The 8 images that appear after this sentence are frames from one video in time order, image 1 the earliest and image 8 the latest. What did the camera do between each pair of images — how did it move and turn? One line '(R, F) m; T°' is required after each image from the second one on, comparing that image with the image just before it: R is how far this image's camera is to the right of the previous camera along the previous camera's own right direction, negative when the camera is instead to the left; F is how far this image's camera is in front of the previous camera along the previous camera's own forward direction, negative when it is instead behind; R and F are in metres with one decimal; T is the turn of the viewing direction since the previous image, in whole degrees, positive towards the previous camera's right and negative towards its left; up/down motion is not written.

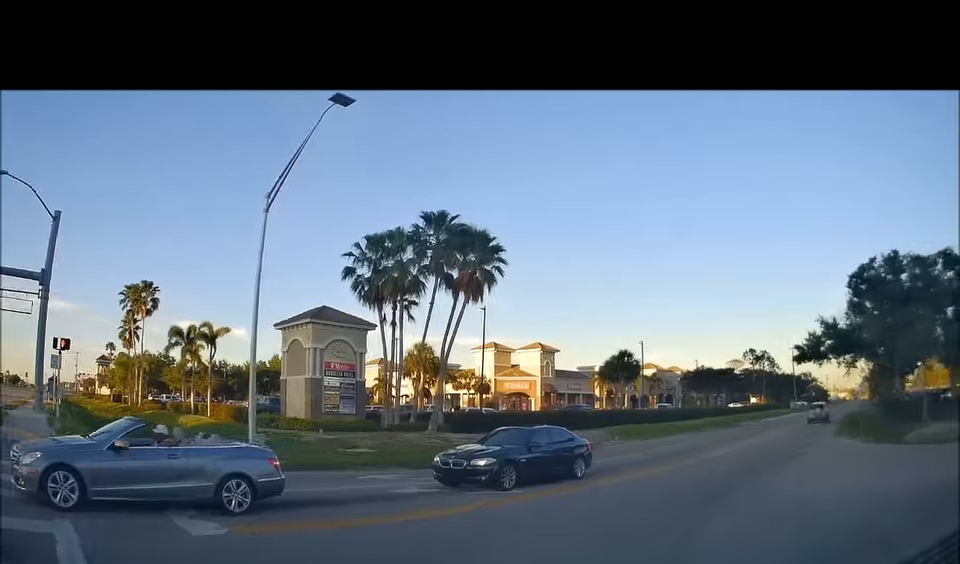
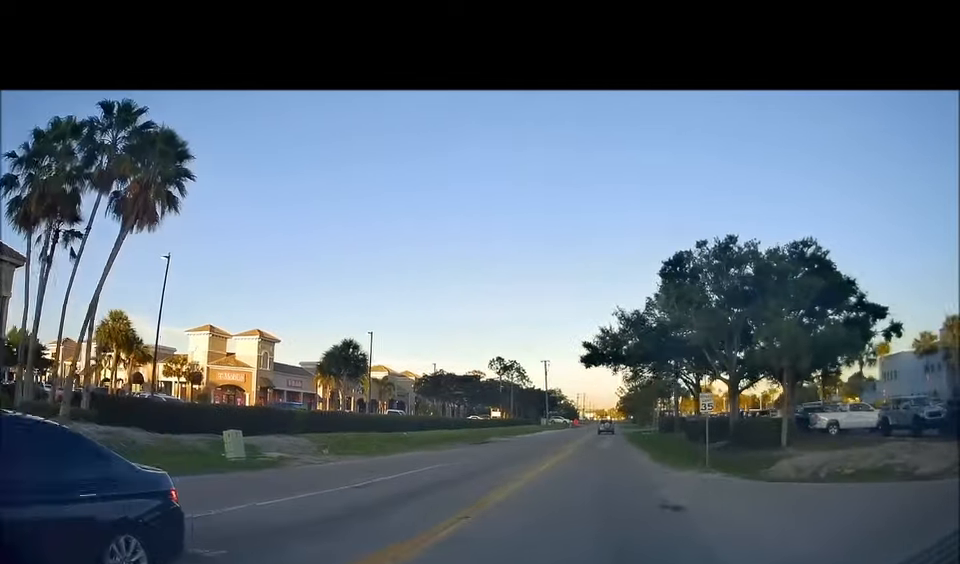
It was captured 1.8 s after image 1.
(+2.1, +9.7) m; +21°
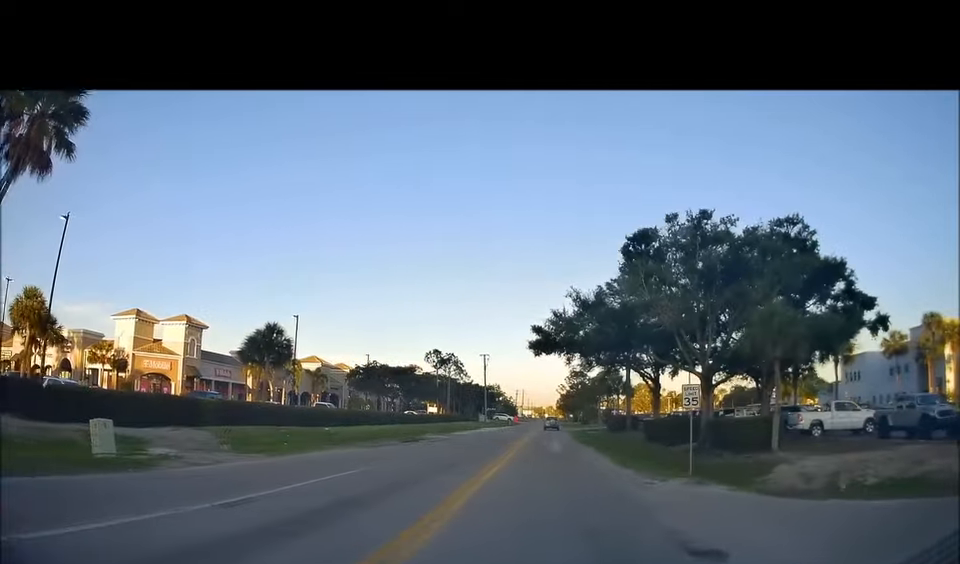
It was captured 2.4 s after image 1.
(0.0, +4.0) m; +8°
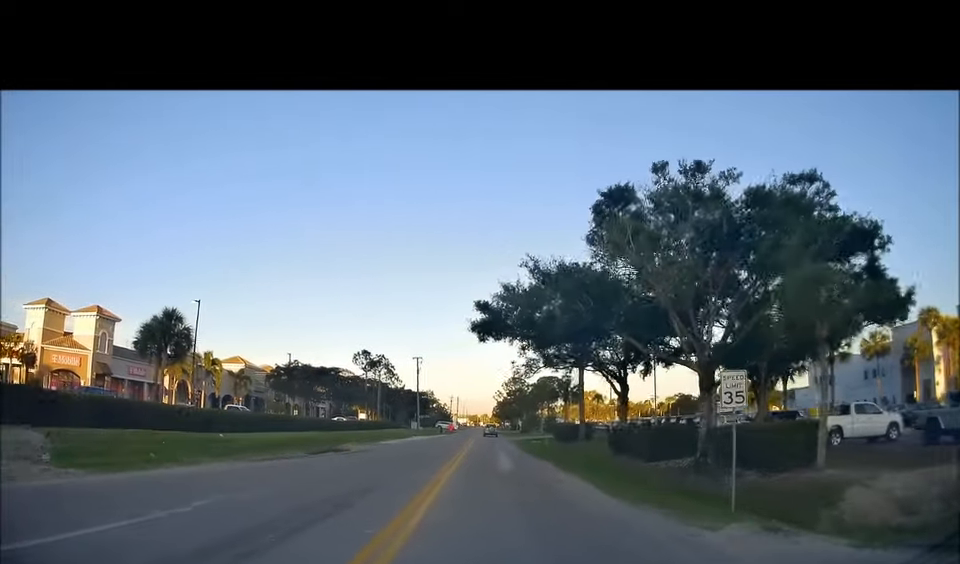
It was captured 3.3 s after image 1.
(+0.9, +6.2) m; +9°
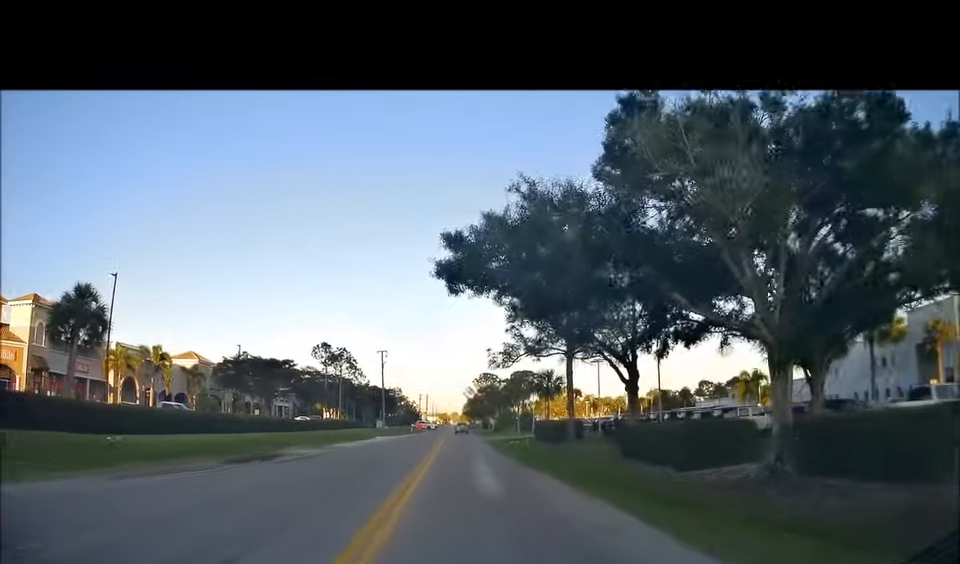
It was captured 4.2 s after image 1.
(+0.3, +6.5) m; +2°
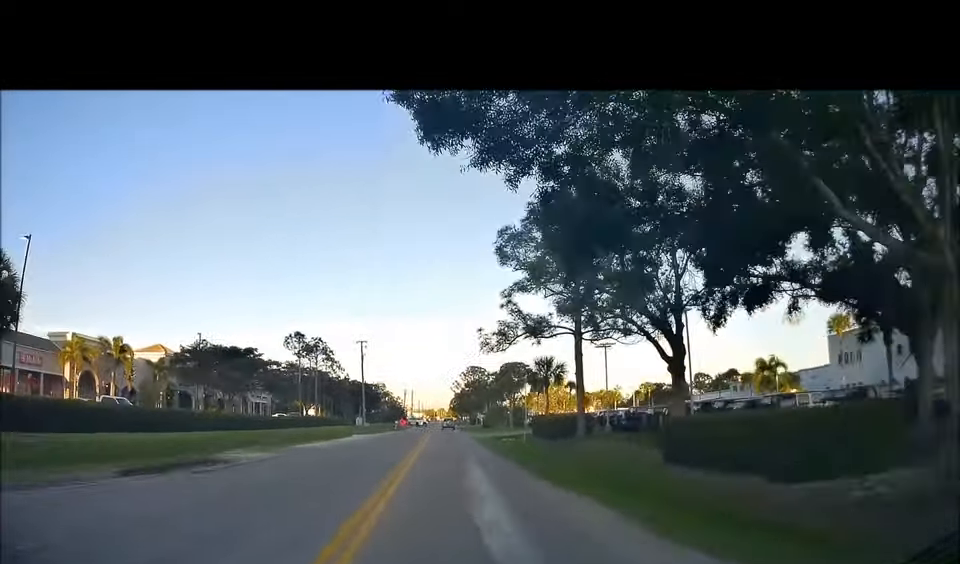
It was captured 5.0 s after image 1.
(0.0, +6.6) m; 0°
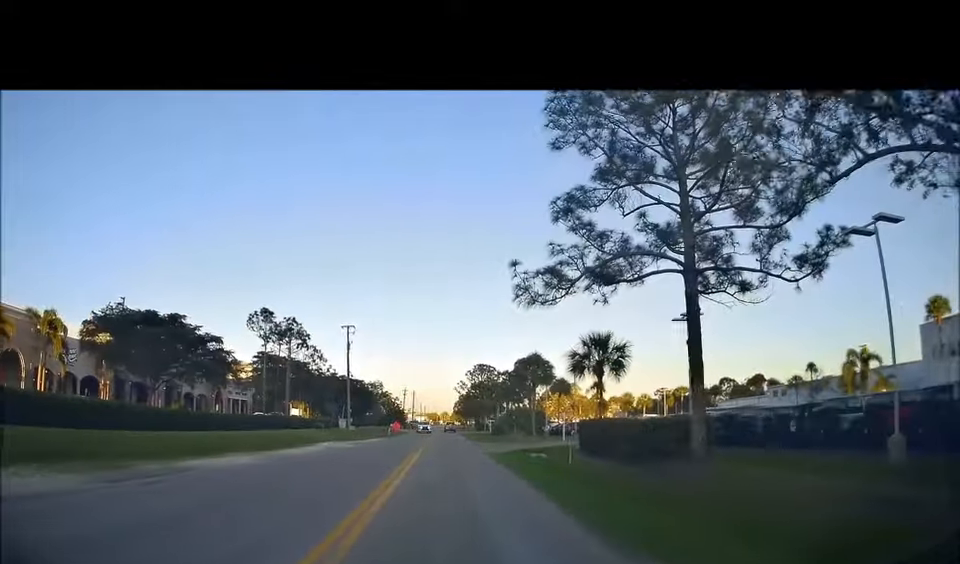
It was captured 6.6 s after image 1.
(0.0, +14.8) m; 0°
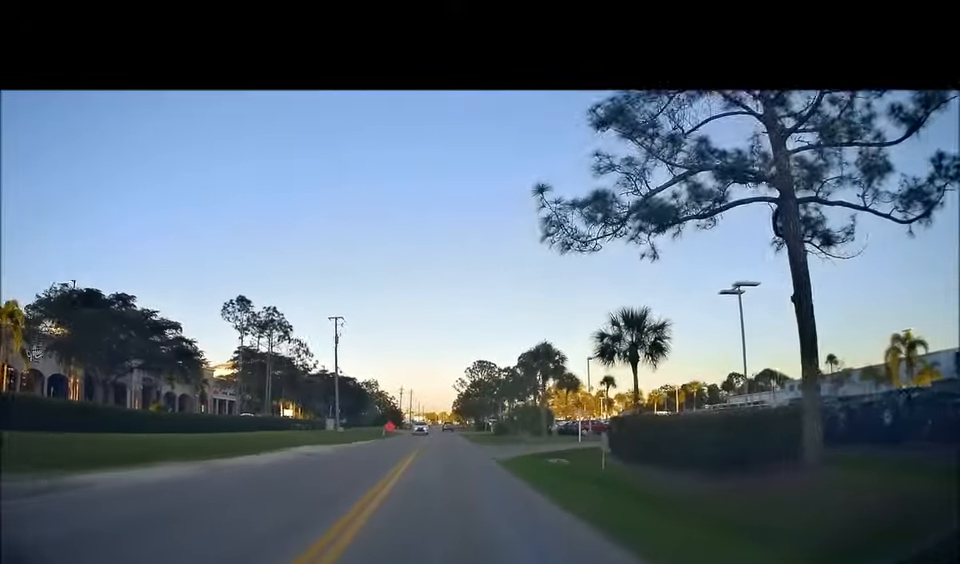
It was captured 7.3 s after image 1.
(0.0, +5.8) m; -2°
